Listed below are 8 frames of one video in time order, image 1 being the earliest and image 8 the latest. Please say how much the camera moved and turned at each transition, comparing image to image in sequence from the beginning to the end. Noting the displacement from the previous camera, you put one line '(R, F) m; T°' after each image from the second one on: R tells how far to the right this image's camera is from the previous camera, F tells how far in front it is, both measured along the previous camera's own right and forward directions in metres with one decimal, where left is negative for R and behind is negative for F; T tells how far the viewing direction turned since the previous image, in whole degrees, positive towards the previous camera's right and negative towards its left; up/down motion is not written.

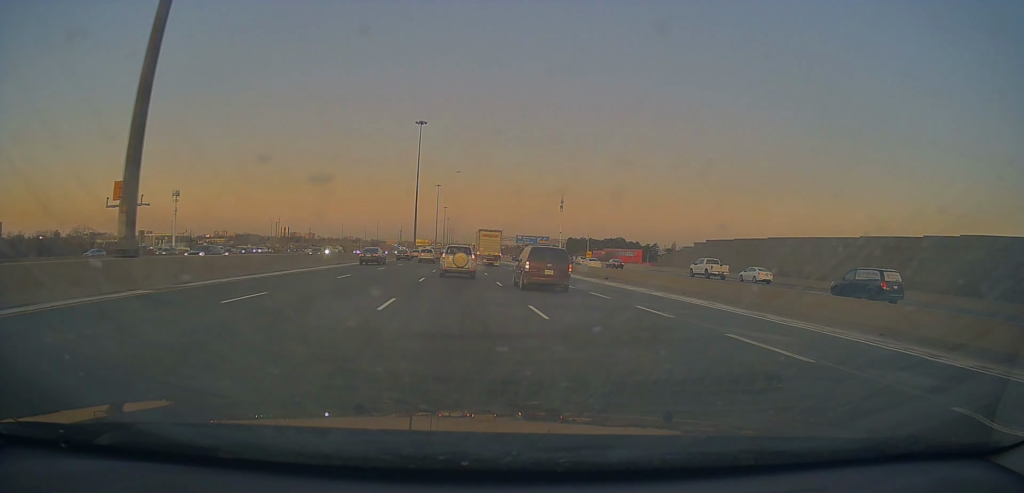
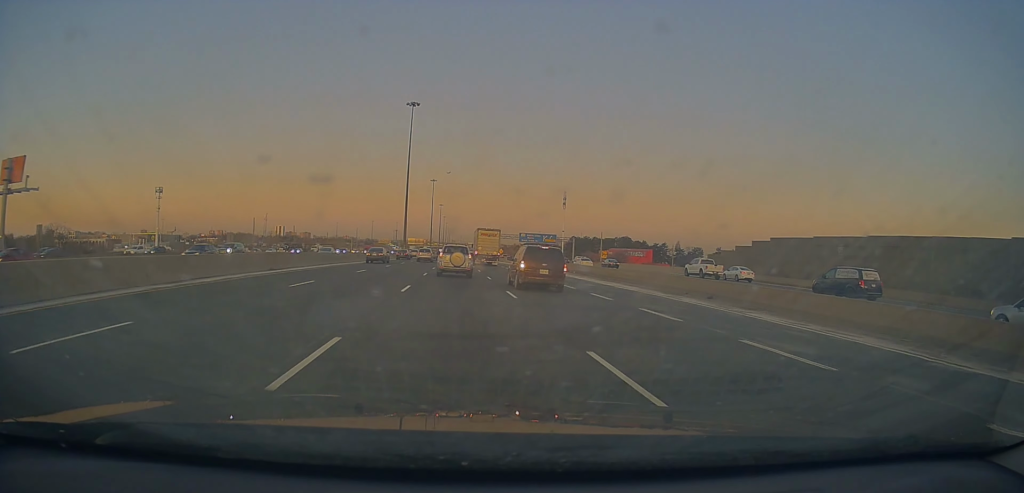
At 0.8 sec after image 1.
(0.0, +18.8) m; 0°
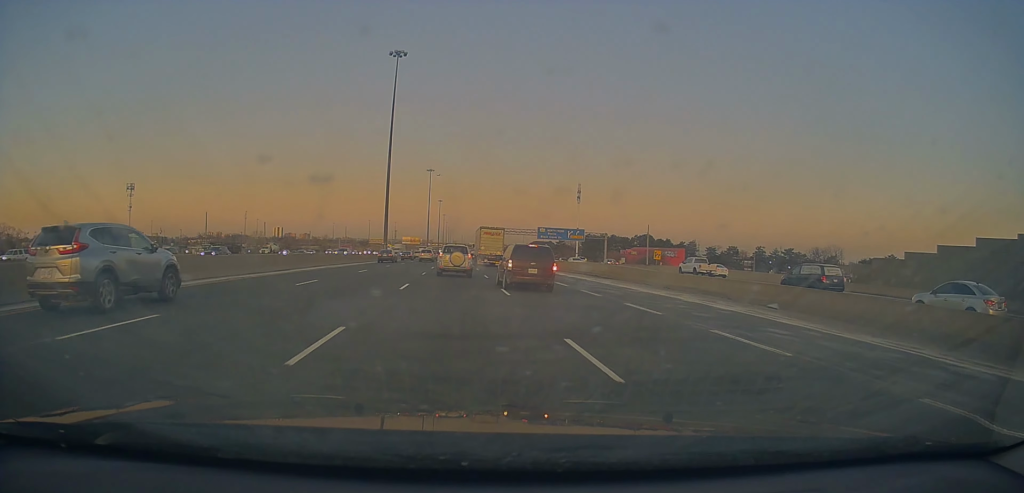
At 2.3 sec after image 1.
(-0.2, +35.3) m; -1°
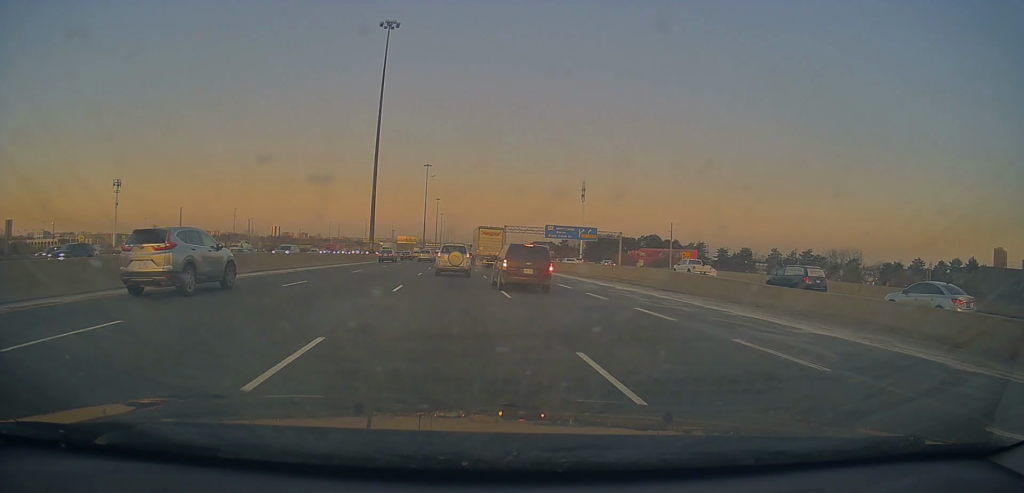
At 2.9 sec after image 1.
(-0.3, +13.3) m; +1°
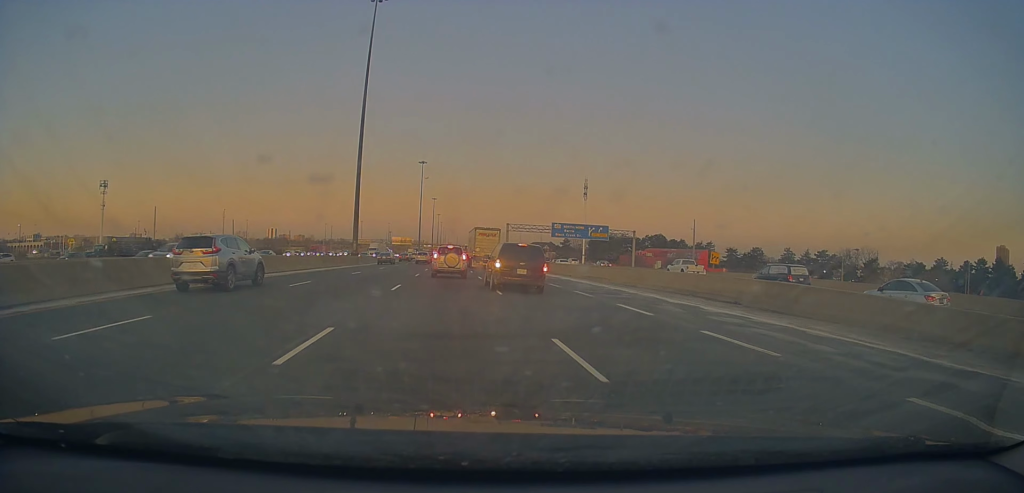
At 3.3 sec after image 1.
(+0.2, +10.9) m; +1°
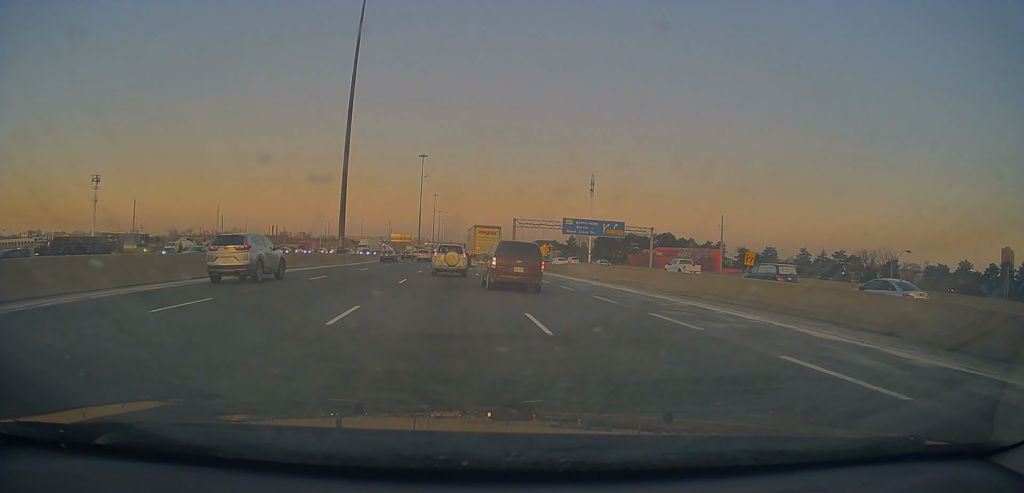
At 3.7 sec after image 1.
(+0.3, +9.3) m; 0°
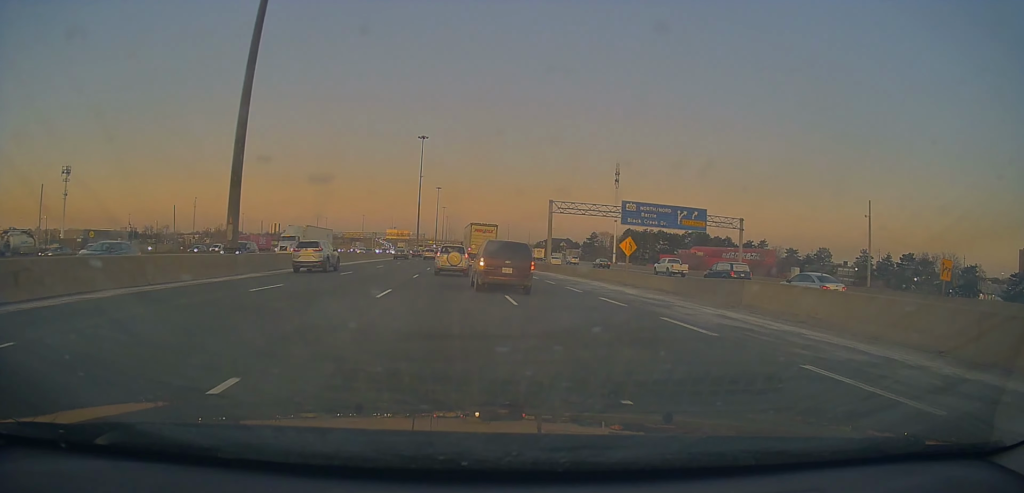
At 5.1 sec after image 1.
(-0.2, +32.3) m; -1°
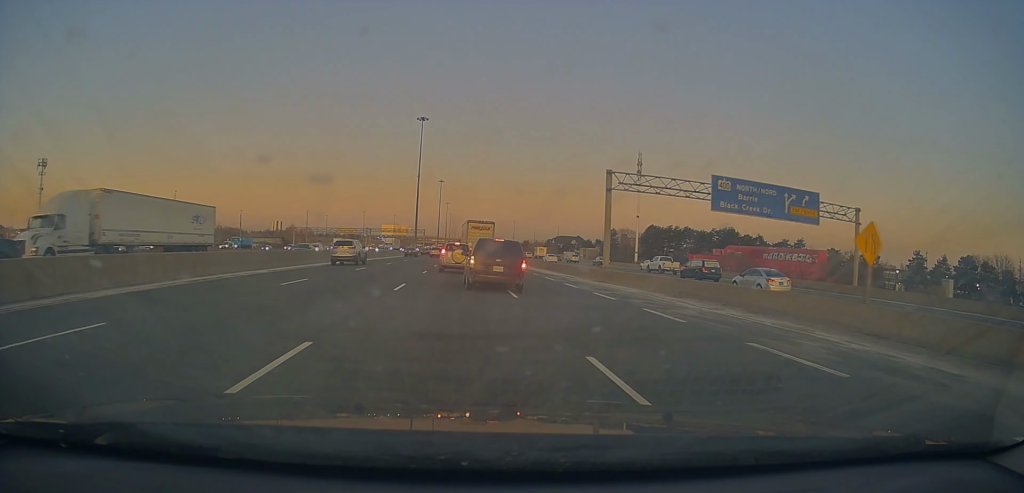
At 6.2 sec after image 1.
(-0.1, +23.4) m; 0°
